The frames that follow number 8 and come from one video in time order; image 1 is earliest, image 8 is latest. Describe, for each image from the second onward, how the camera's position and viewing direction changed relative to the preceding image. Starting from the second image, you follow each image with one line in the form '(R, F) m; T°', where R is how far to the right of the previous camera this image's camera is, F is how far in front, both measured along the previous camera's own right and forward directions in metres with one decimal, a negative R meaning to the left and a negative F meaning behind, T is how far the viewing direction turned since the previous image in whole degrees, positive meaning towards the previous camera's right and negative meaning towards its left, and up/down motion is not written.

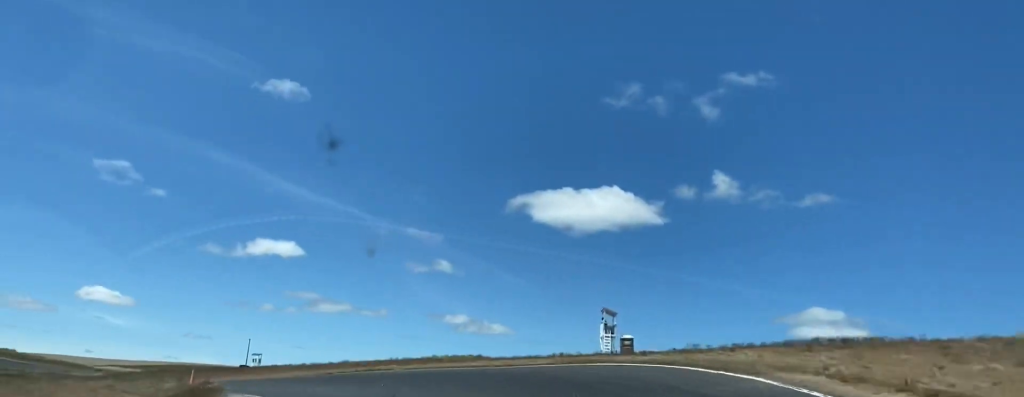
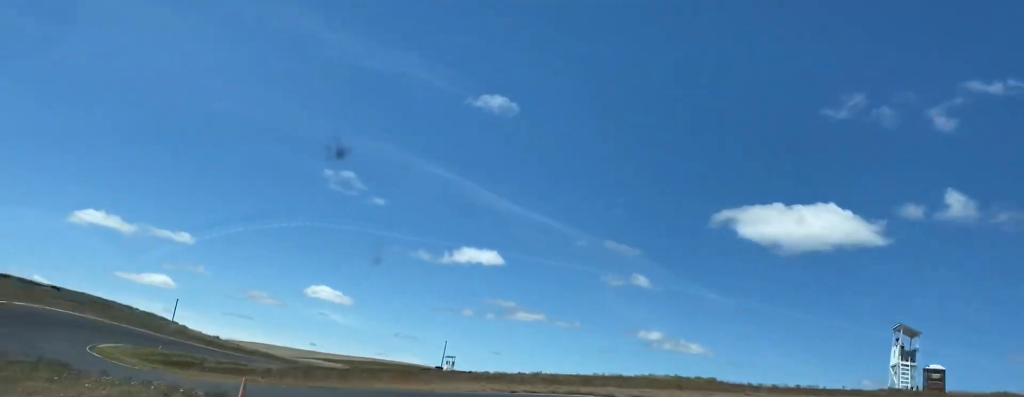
(-3.7, +16.5) m; -9°
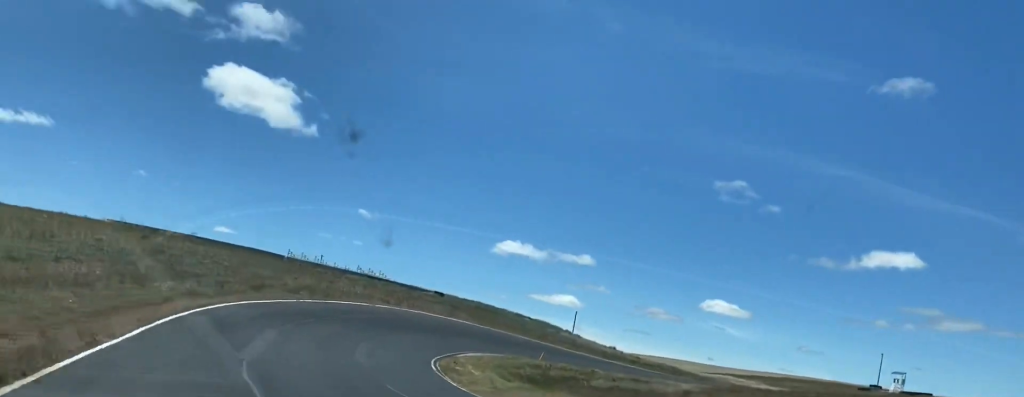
(-2.4, +29.3) m; -14°
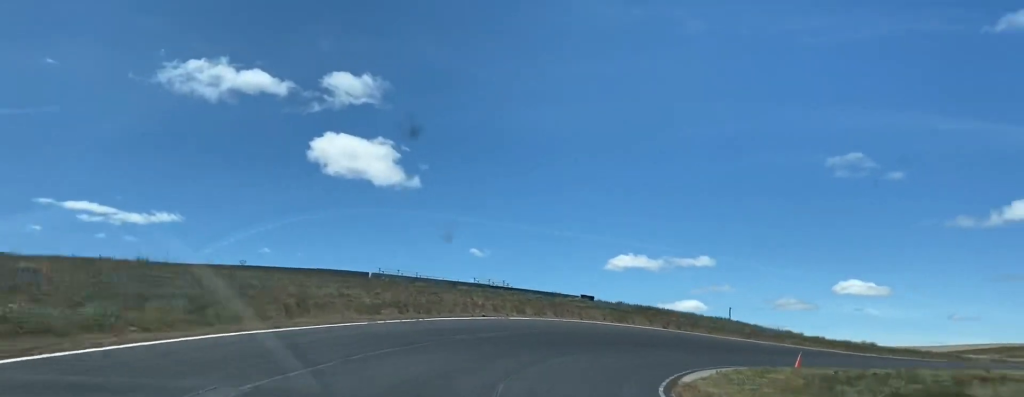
(-4.1, +25.6) m; -10°
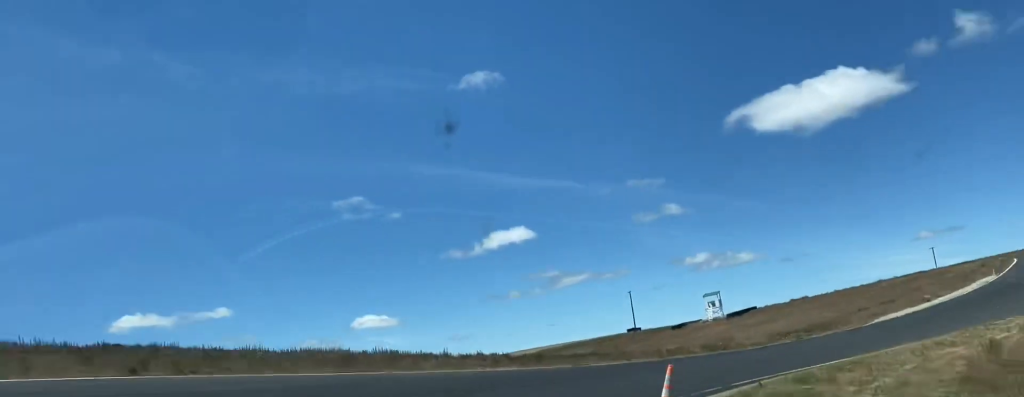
(+2.2, +35.1) m; +22°
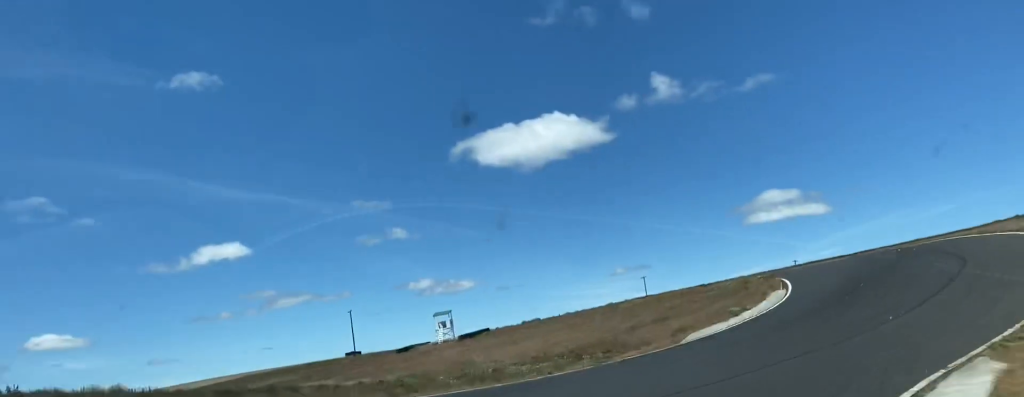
(+3.8, +18.2) m; +22°
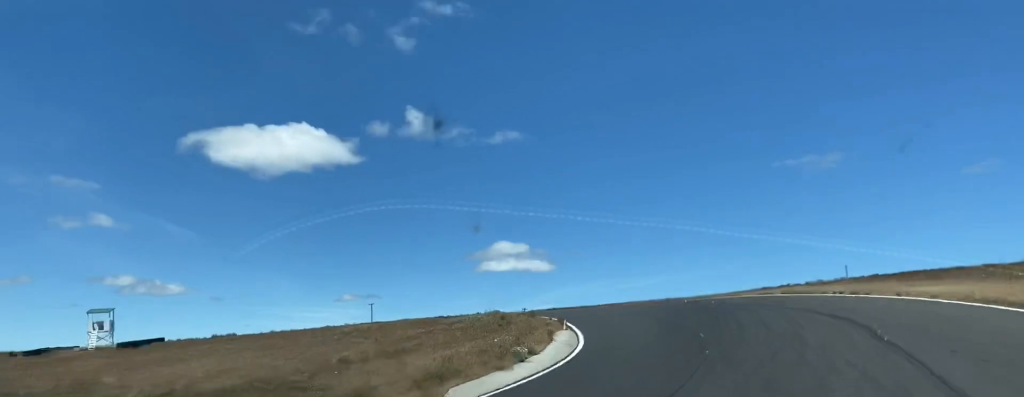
(+3.7, +17.5) m; +15°
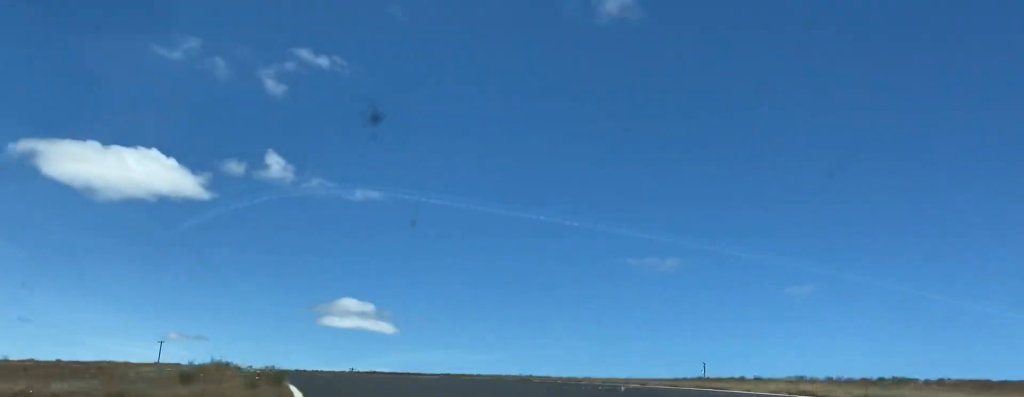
(+4.5, +26.7) m; +8°
